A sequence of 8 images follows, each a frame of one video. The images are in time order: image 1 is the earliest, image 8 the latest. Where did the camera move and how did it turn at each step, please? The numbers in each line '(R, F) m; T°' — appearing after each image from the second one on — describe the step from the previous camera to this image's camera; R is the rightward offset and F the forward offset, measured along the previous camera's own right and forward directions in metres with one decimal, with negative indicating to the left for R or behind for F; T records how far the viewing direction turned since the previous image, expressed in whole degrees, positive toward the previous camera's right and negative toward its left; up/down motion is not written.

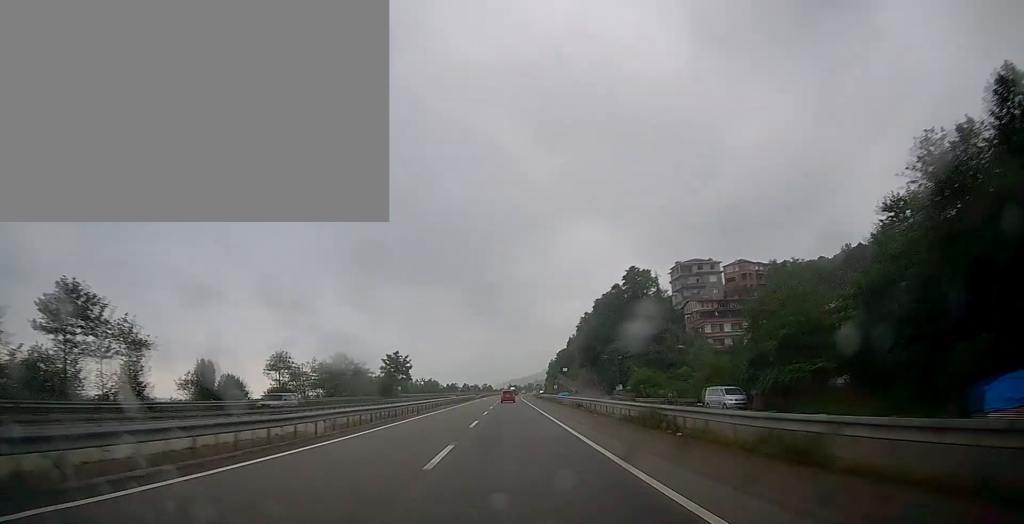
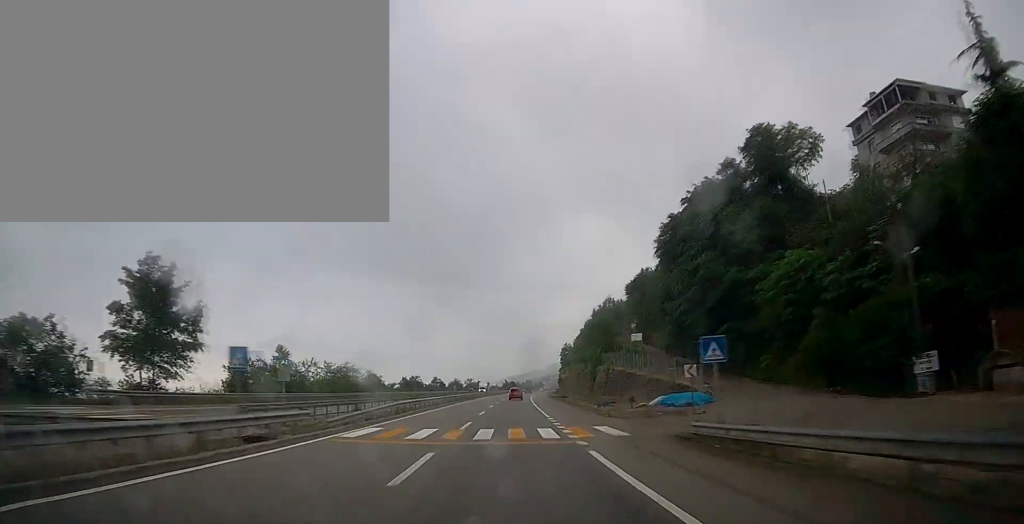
(-0.1, +85.1) m; 0°
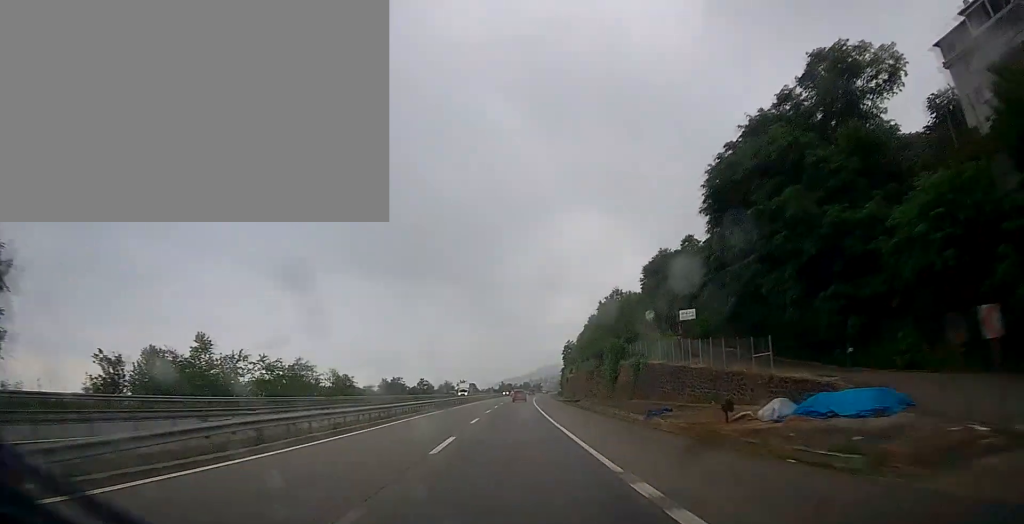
(-0.1, +18.9) m; 0°
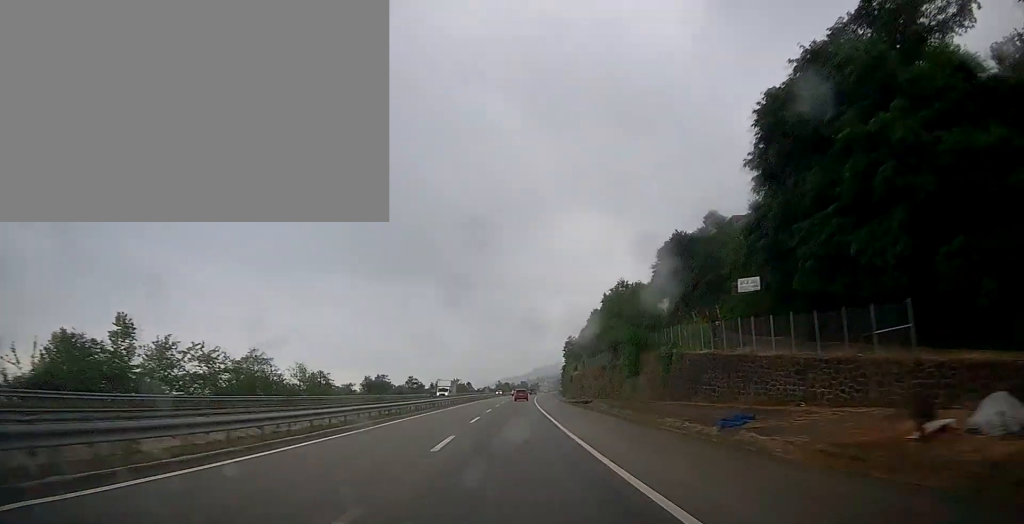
(+0.1, +11.9) m; 0°
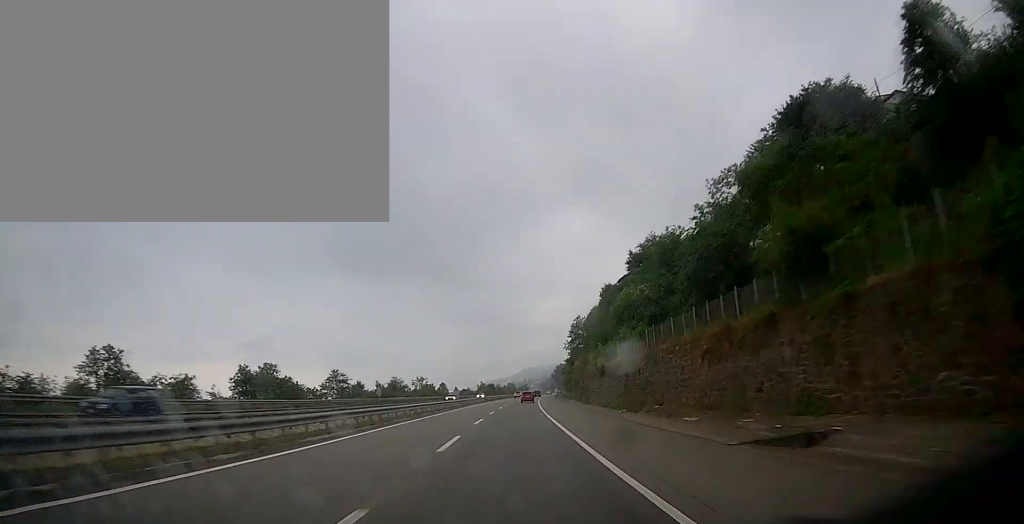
(+0.3, +46.8) m; +1°
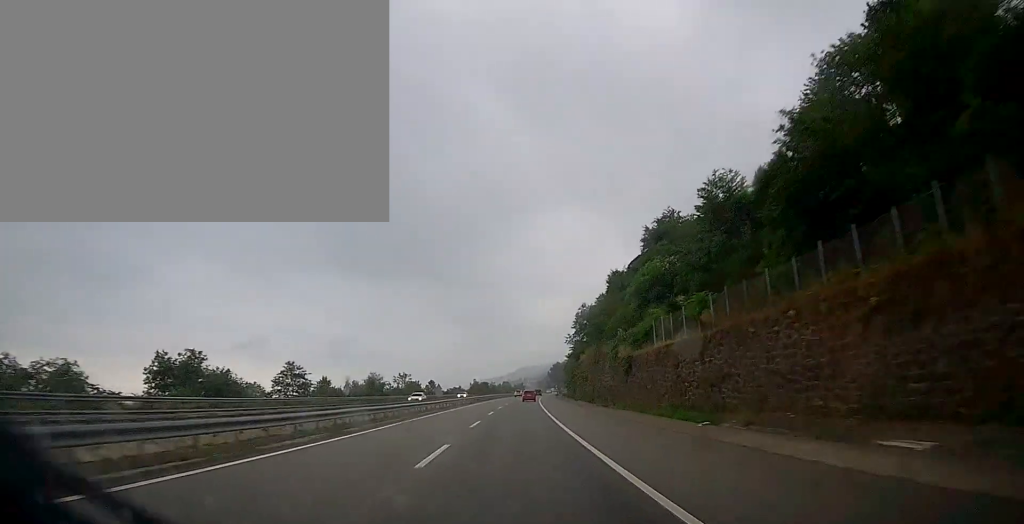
(0.0, +14.9) m; +1°
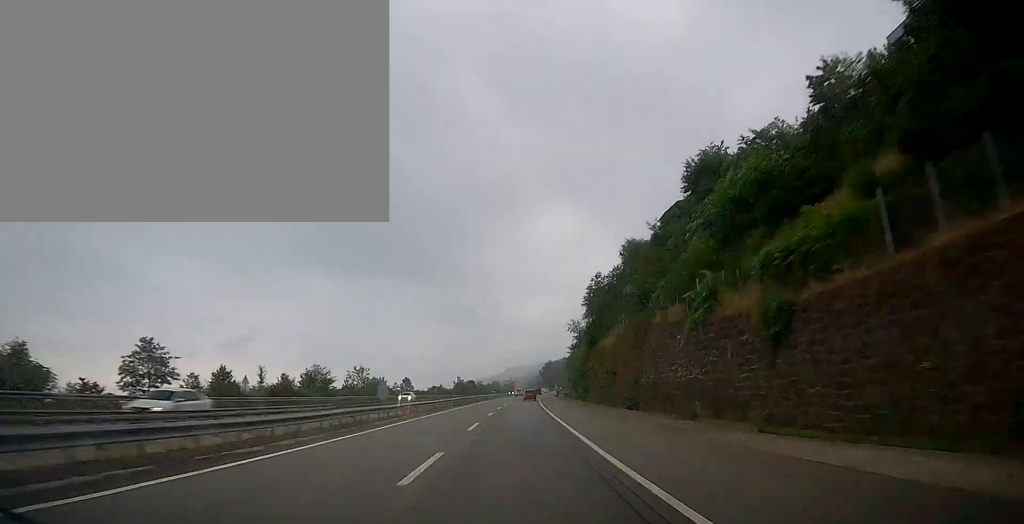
(+0.5, +25.8) m; +2°
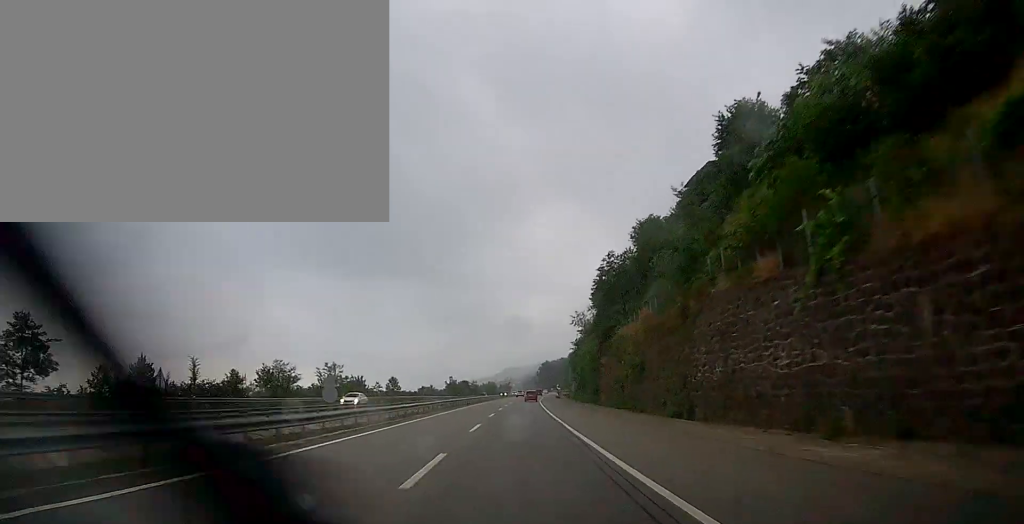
(+0.1, +11.9) m; +1°
